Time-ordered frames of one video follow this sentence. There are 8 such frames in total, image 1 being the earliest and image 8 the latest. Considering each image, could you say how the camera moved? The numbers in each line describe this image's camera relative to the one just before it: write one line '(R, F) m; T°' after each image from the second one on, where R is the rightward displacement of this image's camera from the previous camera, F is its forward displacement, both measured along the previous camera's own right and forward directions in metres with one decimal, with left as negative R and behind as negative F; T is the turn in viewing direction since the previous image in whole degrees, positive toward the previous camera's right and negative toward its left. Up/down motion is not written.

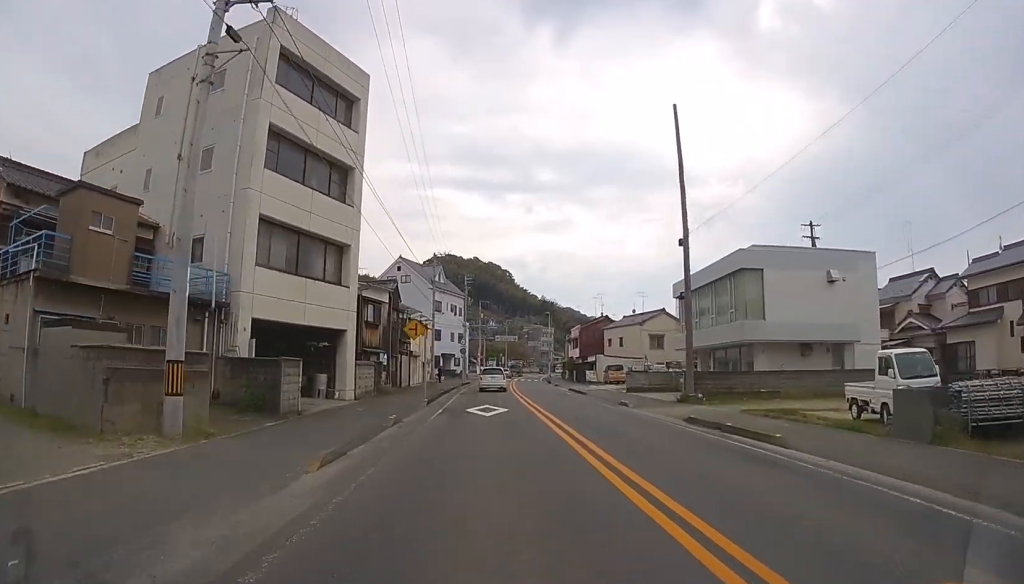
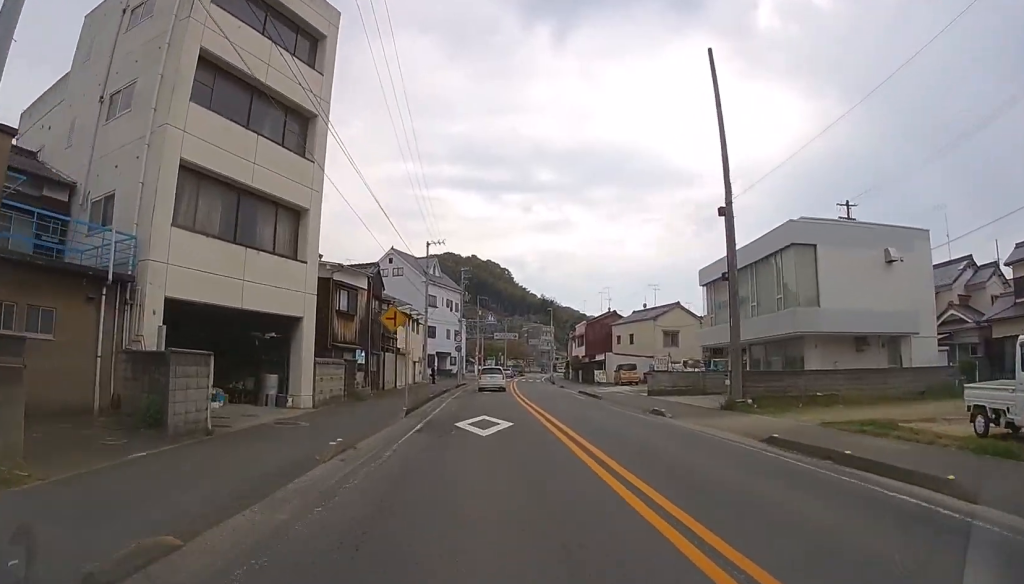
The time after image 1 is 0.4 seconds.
(0.0, +5.2) m; 0°
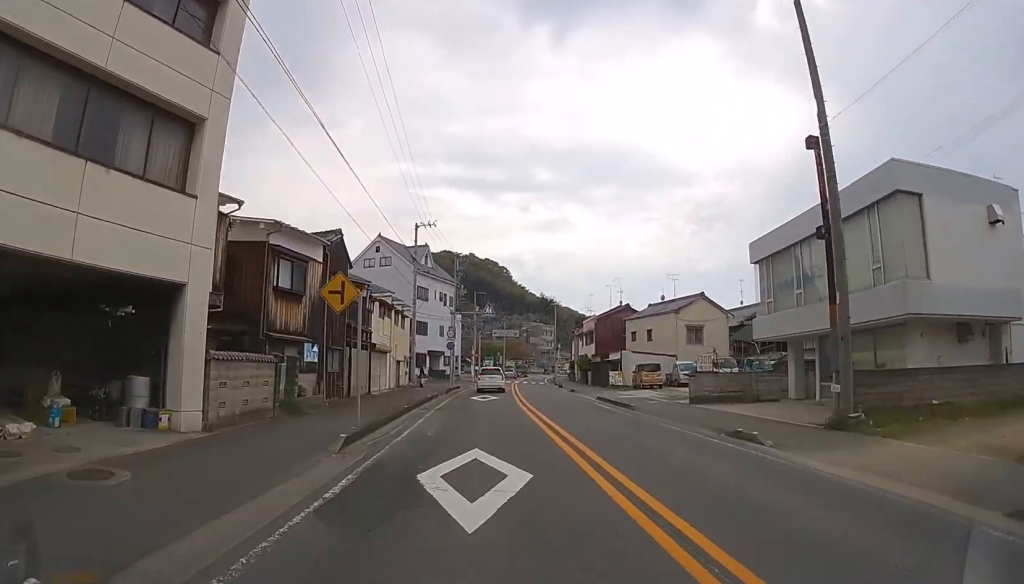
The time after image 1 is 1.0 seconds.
(+0.1, +6.4) m; +1°
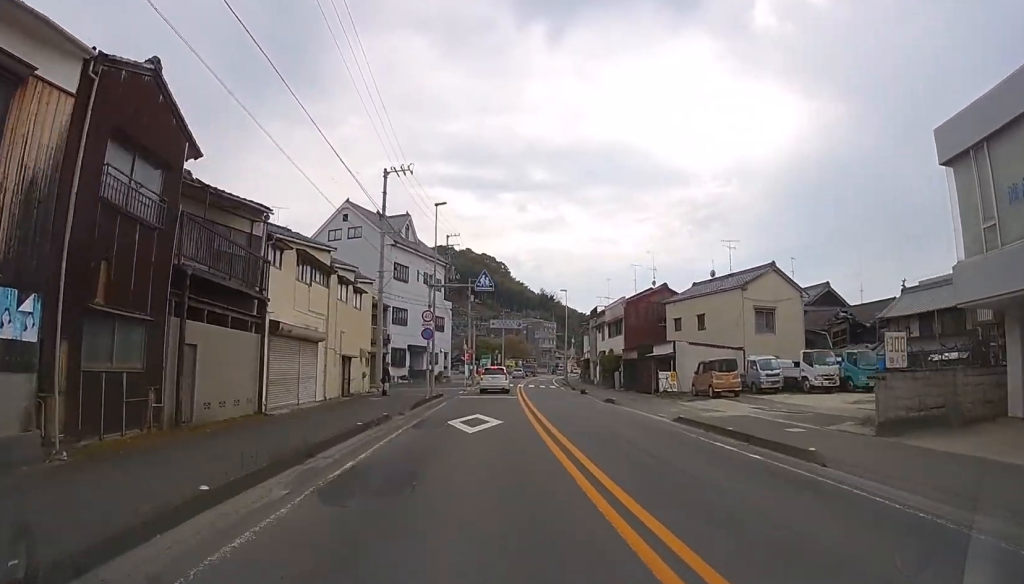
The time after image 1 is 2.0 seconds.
(0.0, +12.5) m; 0°
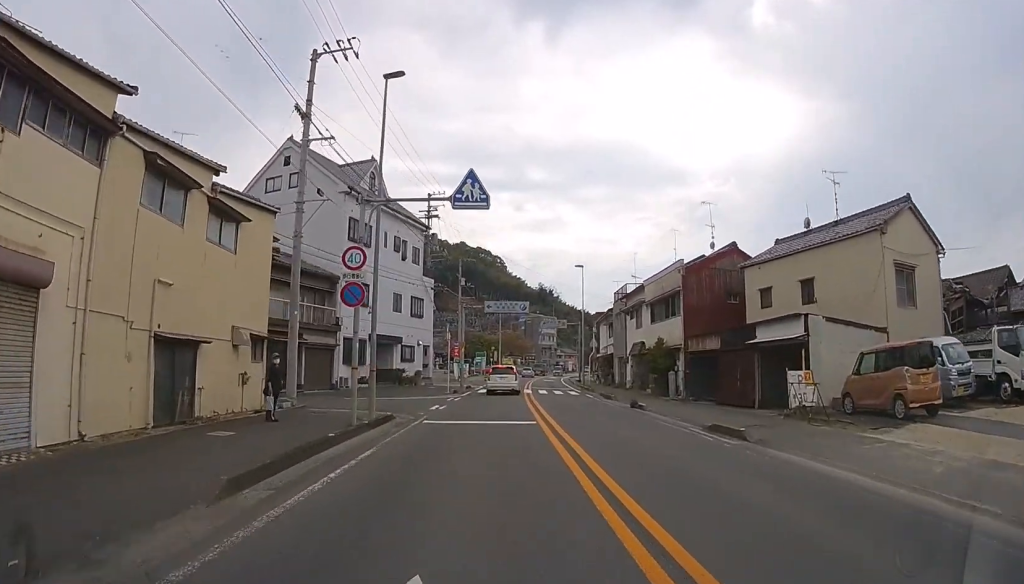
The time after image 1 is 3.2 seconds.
(0.0, +13.4) m; 0°
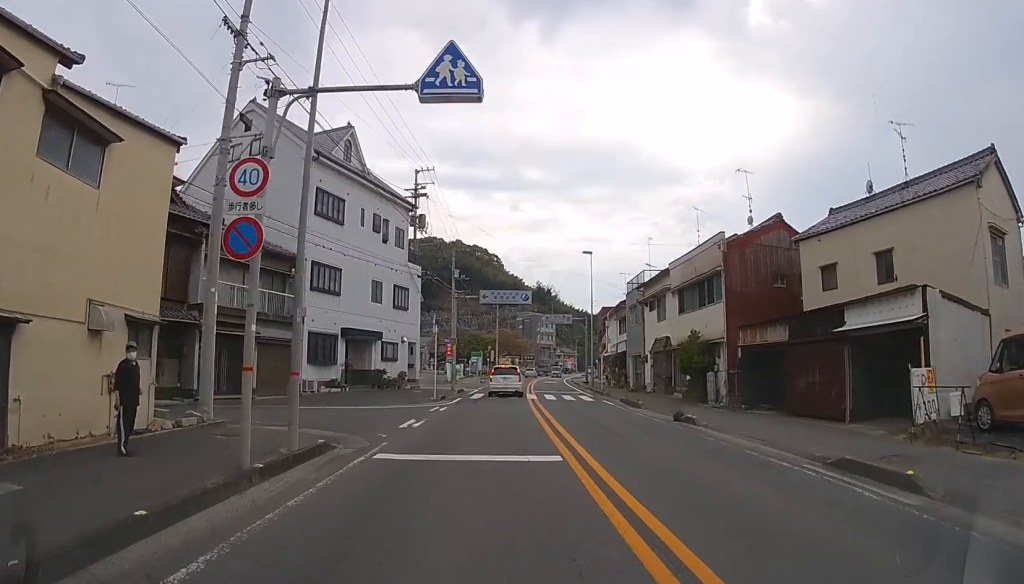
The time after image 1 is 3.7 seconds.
(0.0, +5.3) m; 0°
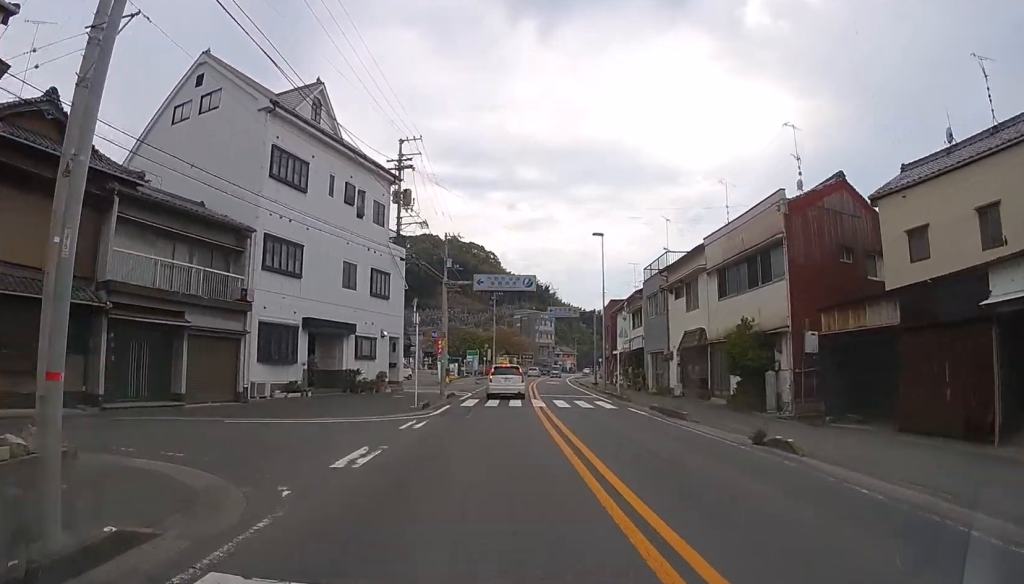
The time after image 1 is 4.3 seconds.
(0.0, +5.6) m; 0°
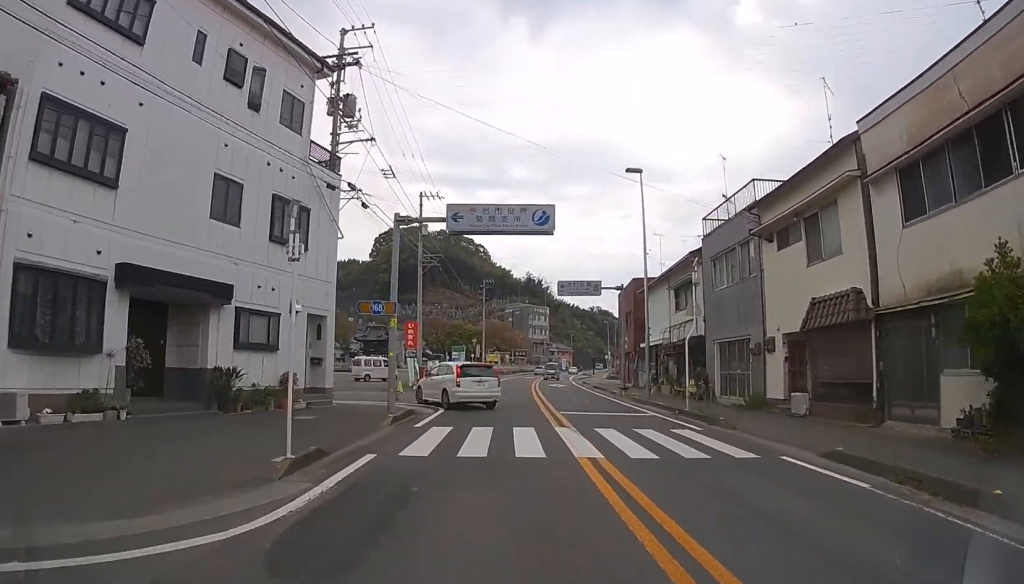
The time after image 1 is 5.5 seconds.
(0.0, +13.1) m; -1°
